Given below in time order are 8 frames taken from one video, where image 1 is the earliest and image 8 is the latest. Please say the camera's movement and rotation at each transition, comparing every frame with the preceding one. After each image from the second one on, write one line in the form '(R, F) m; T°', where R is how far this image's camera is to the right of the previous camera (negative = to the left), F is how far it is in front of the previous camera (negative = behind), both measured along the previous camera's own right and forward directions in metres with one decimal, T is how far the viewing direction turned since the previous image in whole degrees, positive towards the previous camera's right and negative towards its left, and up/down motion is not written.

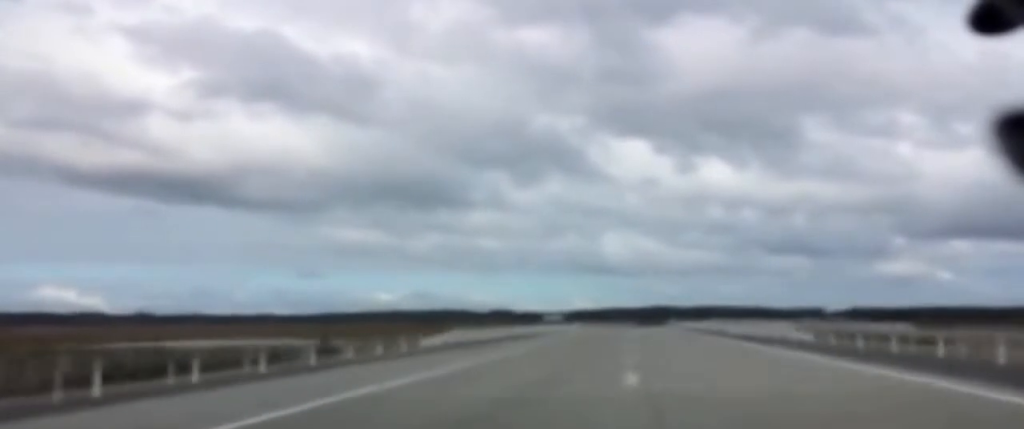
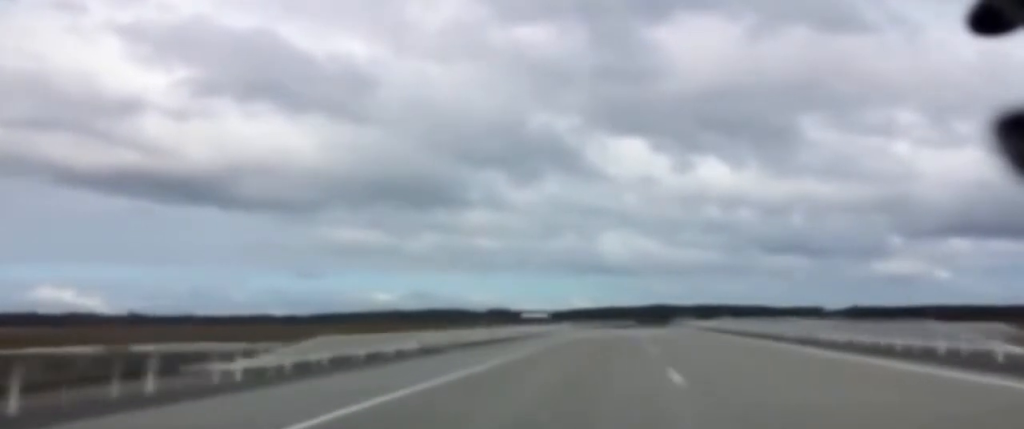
(0.0, +23.2) m; 0°
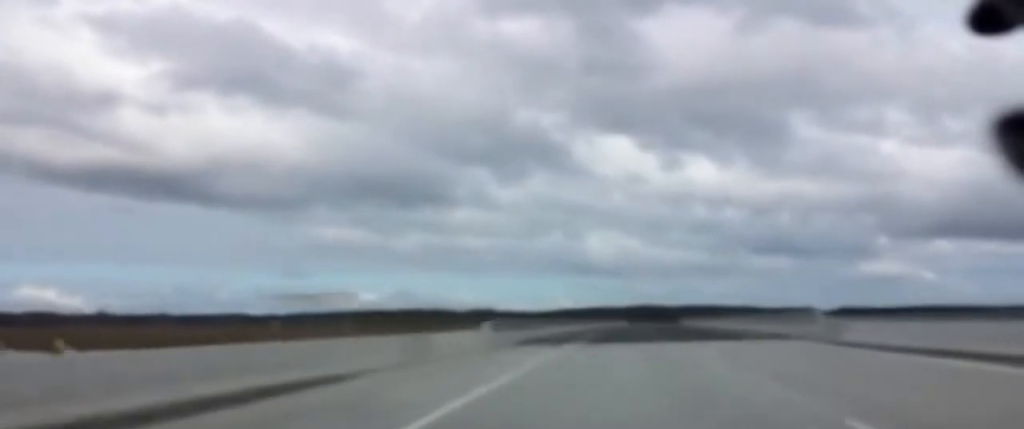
(+0.1, +57.4) m; 0°
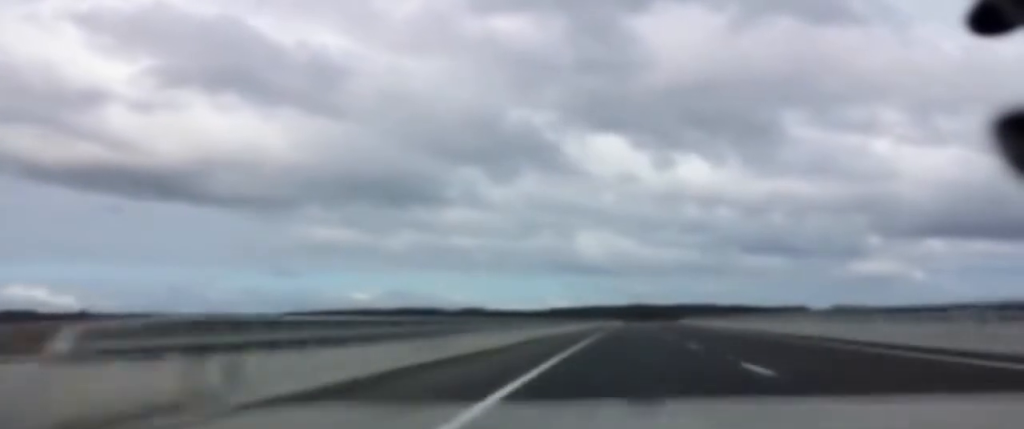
(+0.2, +26.1) m; +1°
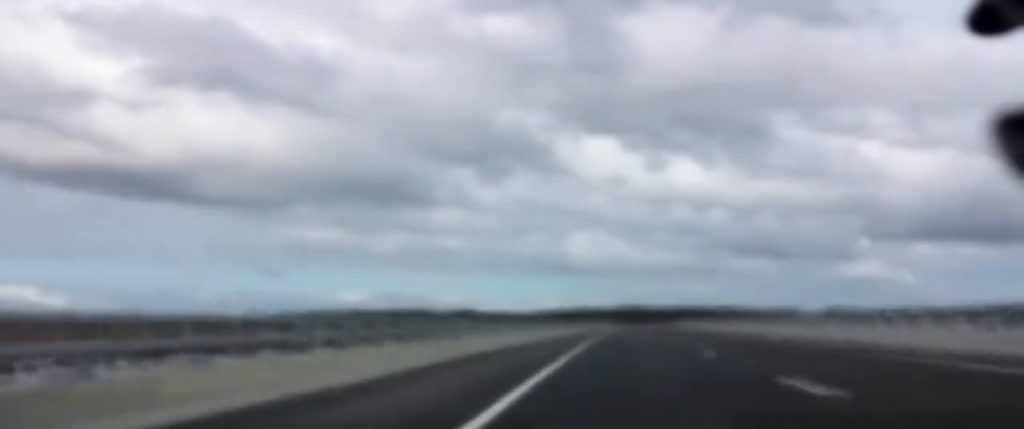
(+0.1, +15.1) m; 0°
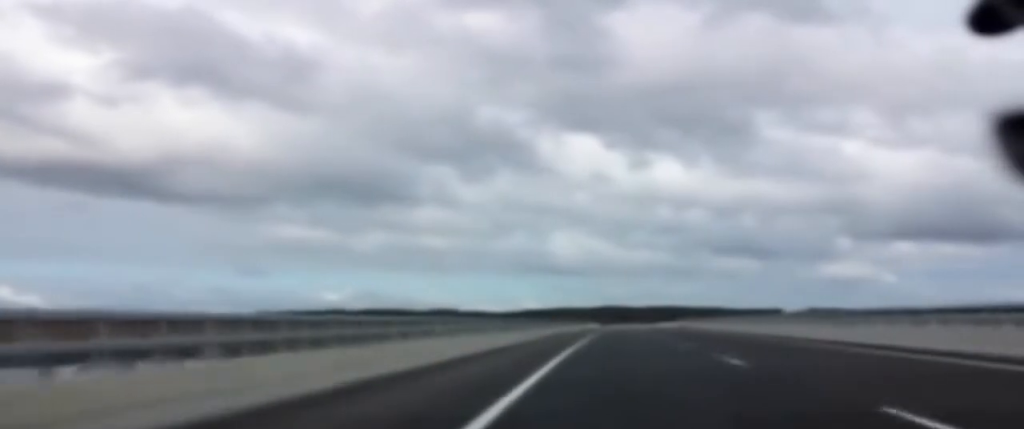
(+0.2, +29.3) m; +1°
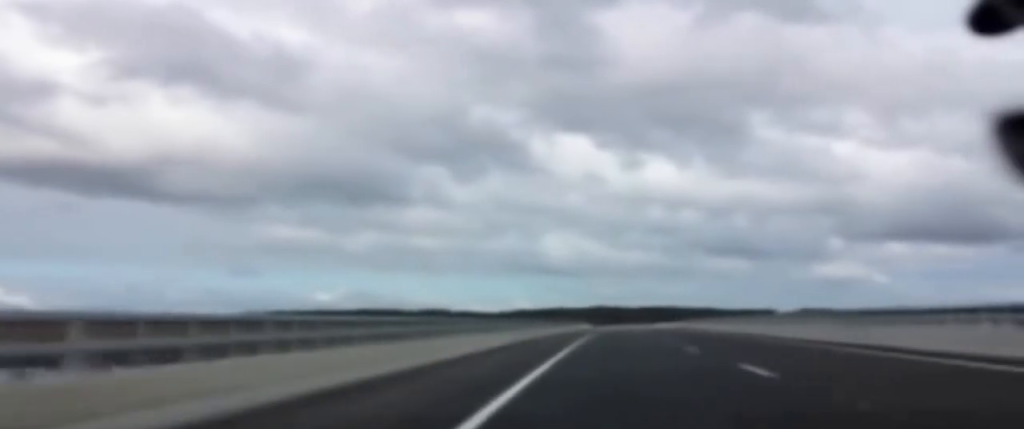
(+0.2, +15.2) m; 0°
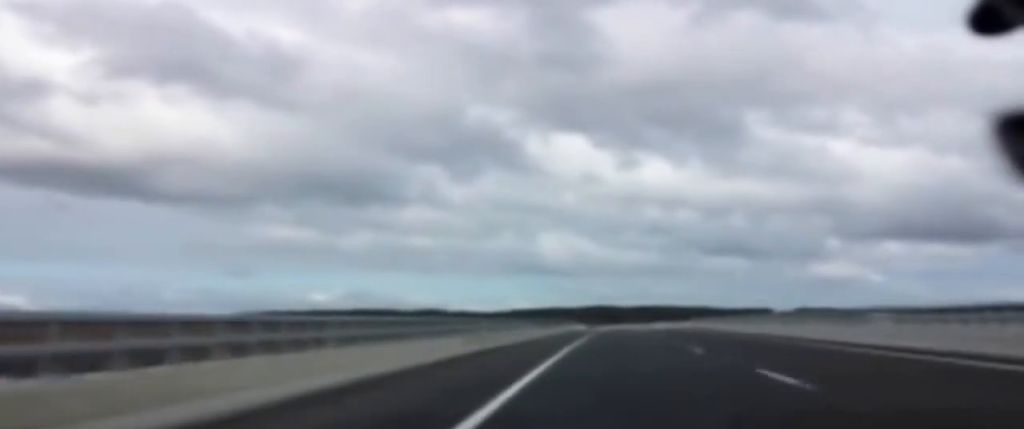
(0.0, +14.2) m; 0°
